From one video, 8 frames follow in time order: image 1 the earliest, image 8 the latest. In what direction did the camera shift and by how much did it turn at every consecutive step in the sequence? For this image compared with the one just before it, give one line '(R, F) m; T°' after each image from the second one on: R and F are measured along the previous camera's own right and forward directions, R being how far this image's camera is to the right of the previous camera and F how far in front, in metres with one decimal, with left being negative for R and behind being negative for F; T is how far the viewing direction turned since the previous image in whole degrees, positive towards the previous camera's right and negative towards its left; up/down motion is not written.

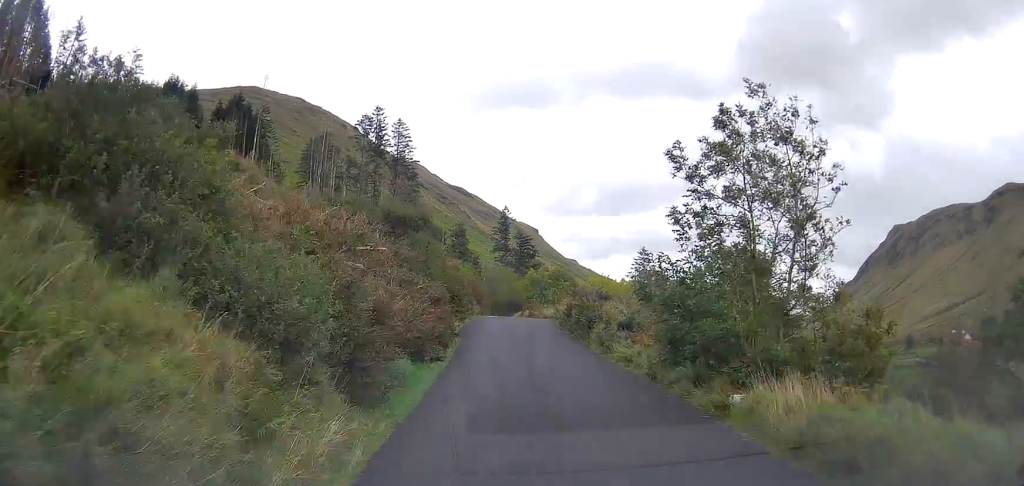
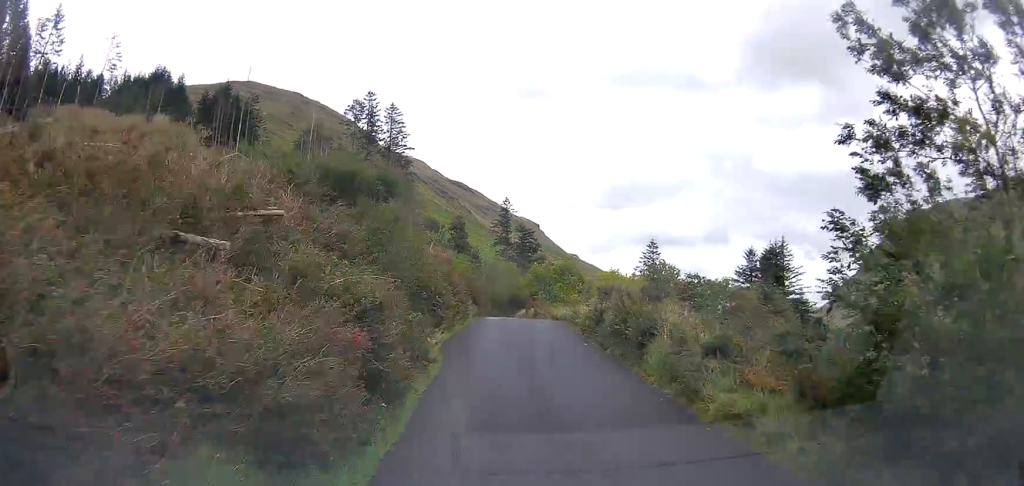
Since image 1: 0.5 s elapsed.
(0.0, +7.9) m; 0°
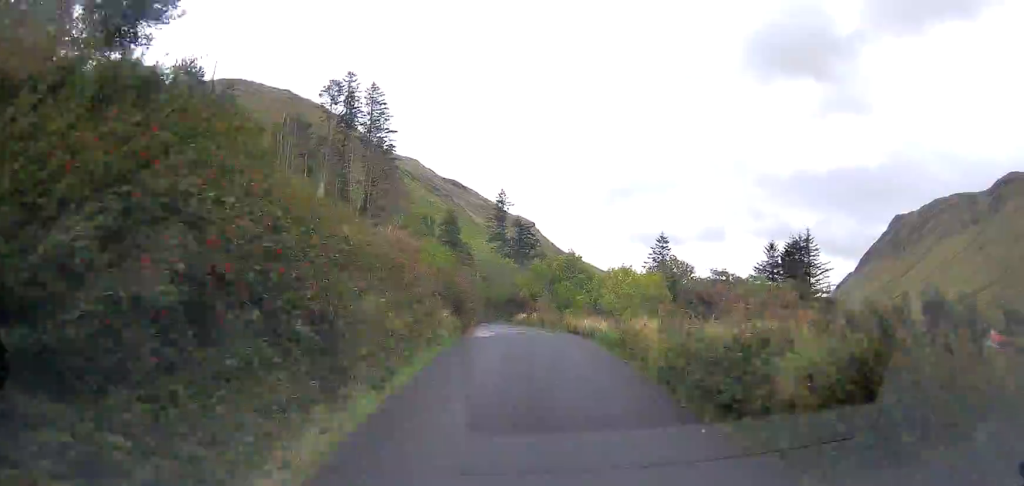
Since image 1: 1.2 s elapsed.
(+0.1, +12.3) m; 0°
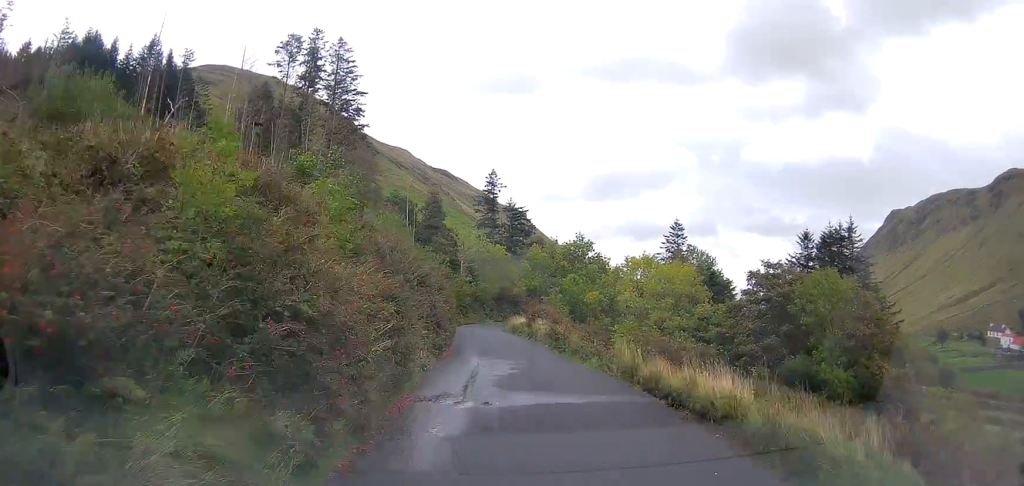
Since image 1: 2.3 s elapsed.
(-0.1, +17.4) m; 0°
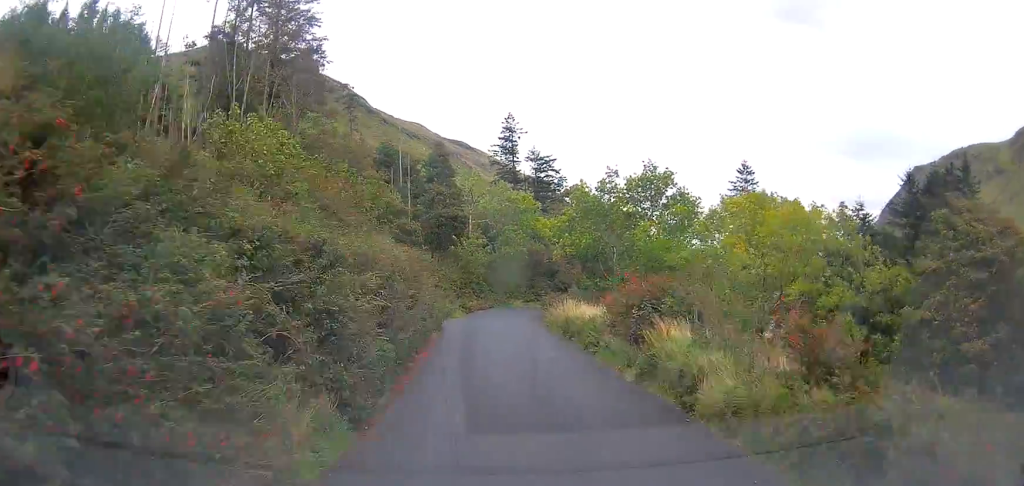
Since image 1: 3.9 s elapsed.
(+0.2, +24.4) m; 0°
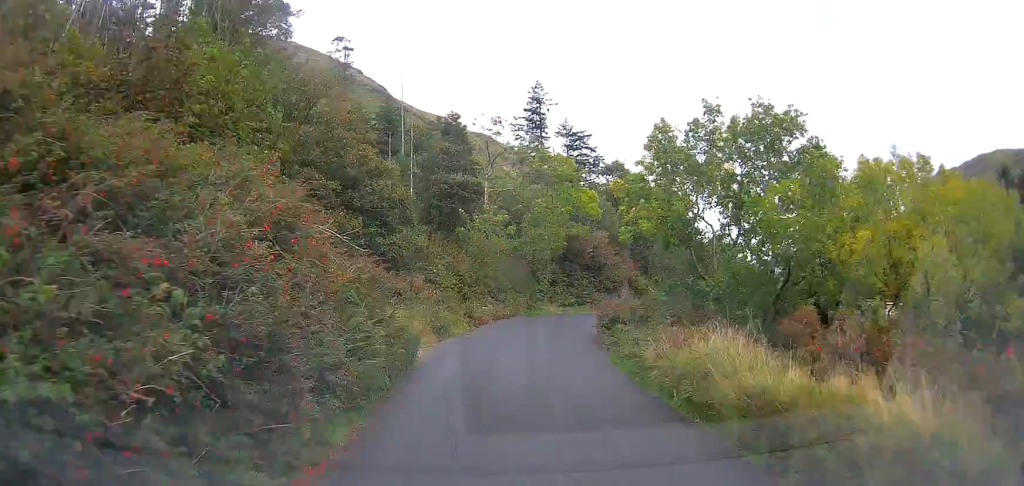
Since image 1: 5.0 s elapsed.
(-0.3, +15.4) m; -2°
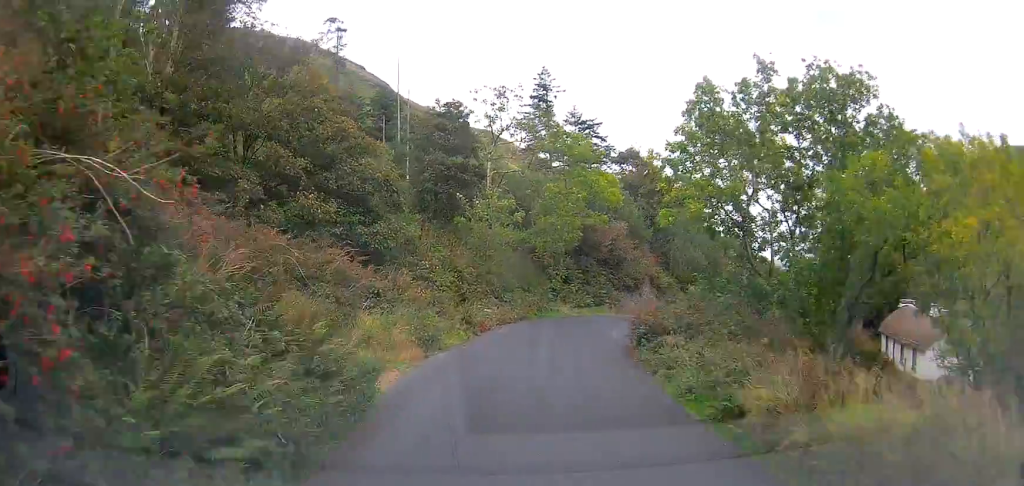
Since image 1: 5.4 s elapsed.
(0.0, +5.1) m; 0°
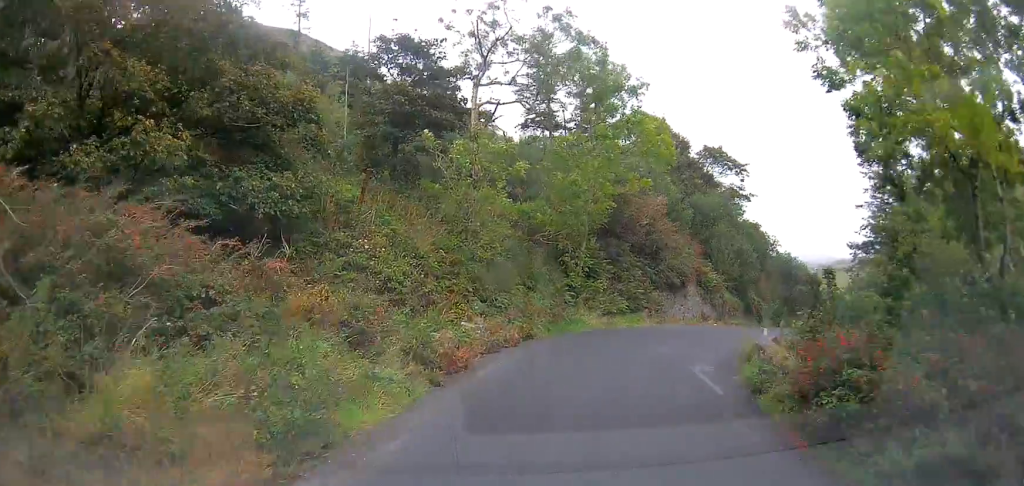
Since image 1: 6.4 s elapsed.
(-0.1, +11.4) m; +1°
